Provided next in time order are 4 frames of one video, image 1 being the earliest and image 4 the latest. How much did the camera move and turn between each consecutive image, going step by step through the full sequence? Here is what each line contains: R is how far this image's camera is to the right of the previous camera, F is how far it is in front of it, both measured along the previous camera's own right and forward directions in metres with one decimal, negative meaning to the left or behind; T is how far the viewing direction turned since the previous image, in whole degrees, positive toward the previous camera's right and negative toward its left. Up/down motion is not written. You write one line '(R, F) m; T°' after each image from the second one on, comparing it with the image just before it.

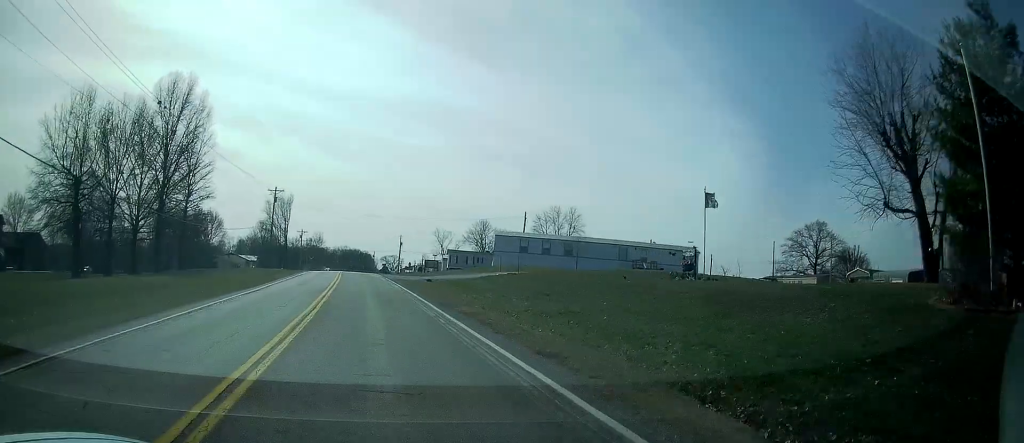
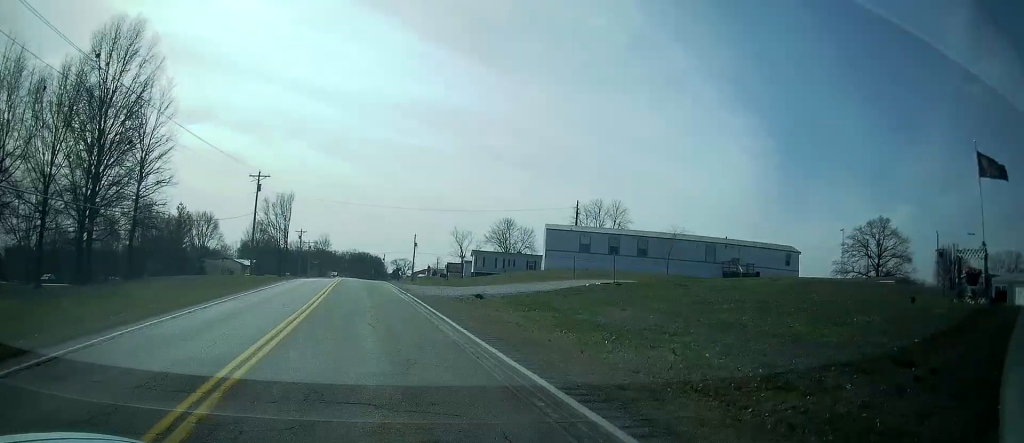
(0.0, +17.5) m; -2°
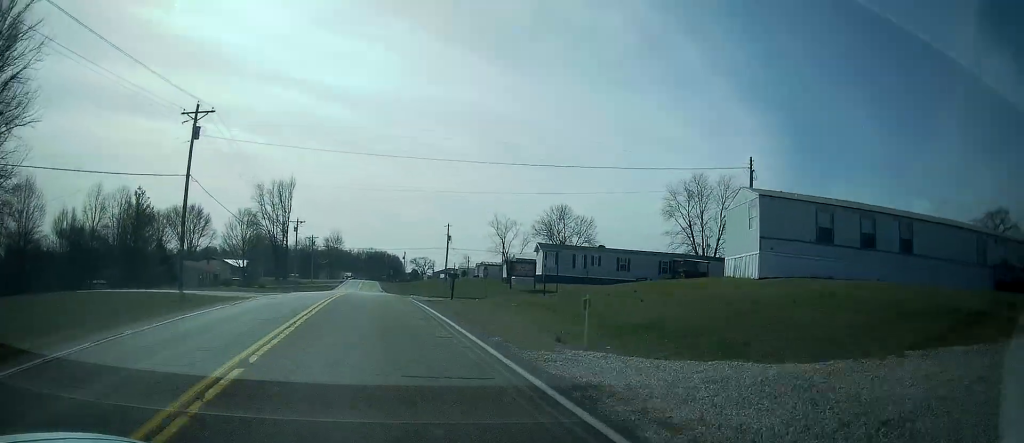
(-1.2, +28.3) m; -3°
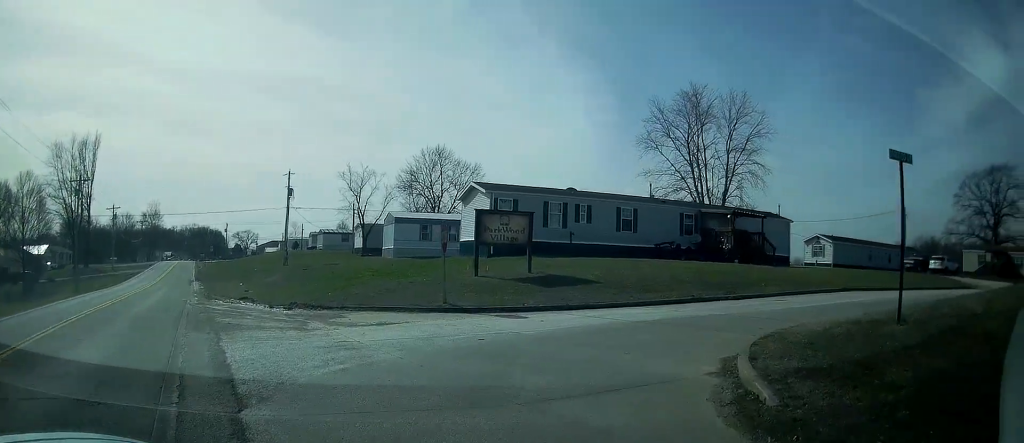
(+1.8, +31.6) m; +15°
